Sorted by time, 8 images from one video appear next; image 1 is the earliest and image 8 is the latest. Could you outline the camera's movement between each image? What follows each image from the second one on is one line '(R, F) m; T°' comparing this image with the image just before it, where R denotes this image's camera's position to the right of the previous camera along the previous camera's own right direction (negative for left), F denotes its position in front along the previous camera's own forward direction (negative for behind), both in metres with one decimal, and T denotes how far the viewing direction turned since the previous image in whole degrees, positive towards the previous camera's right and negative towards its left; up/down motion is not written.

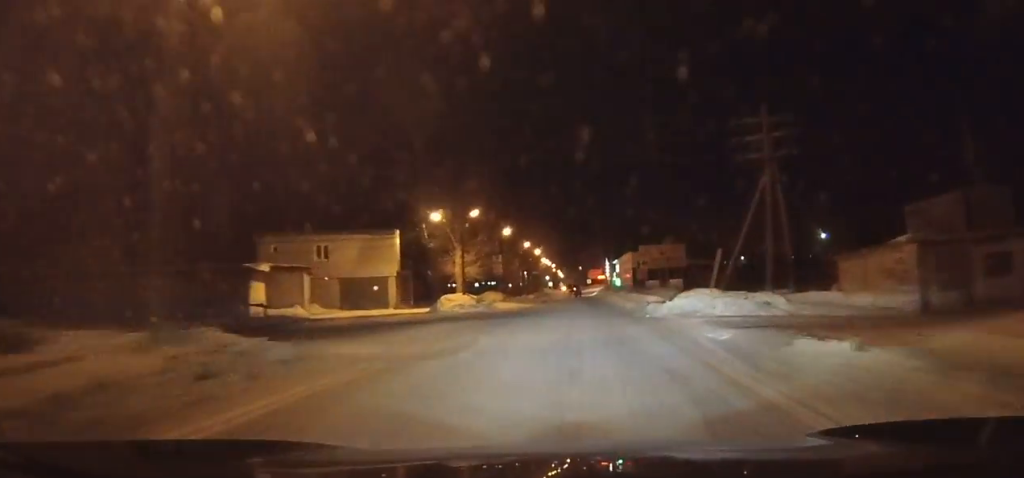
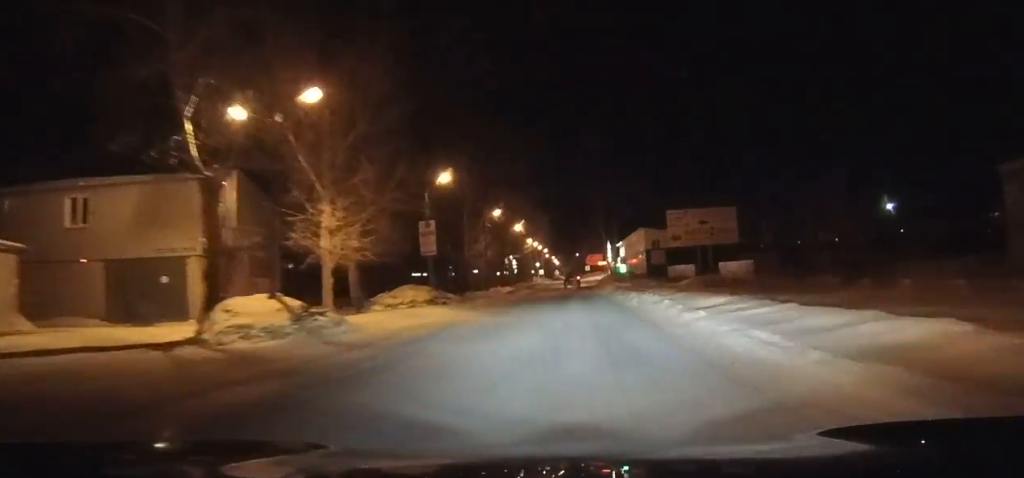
(-0.2, +27.5) m; -1°
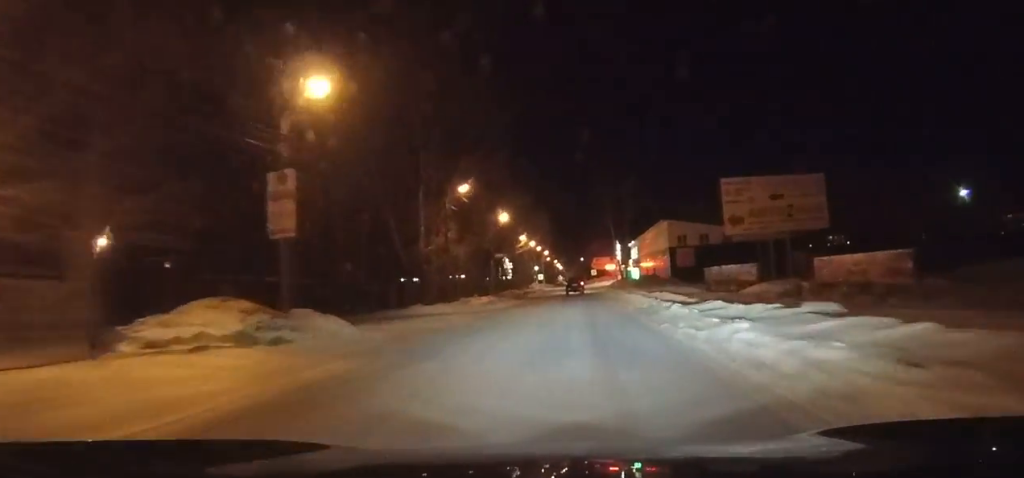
(0.0, +18.7) m; -1°
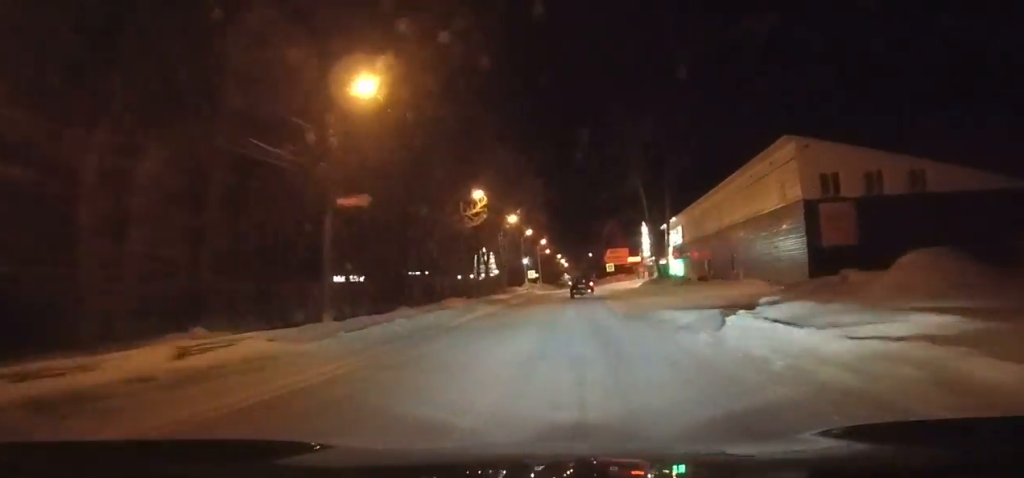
(-0.5, +37.7) m; 0°
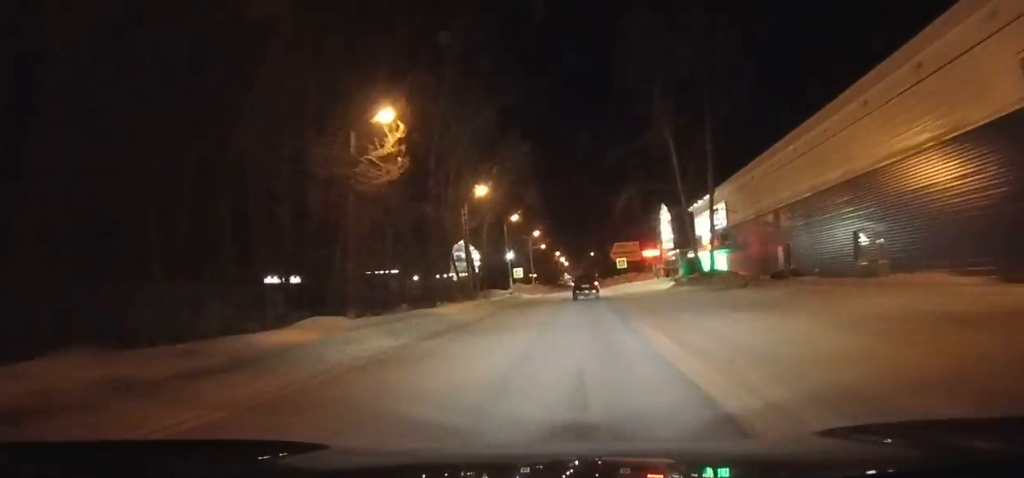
(0.0, +18.7) m; 0°
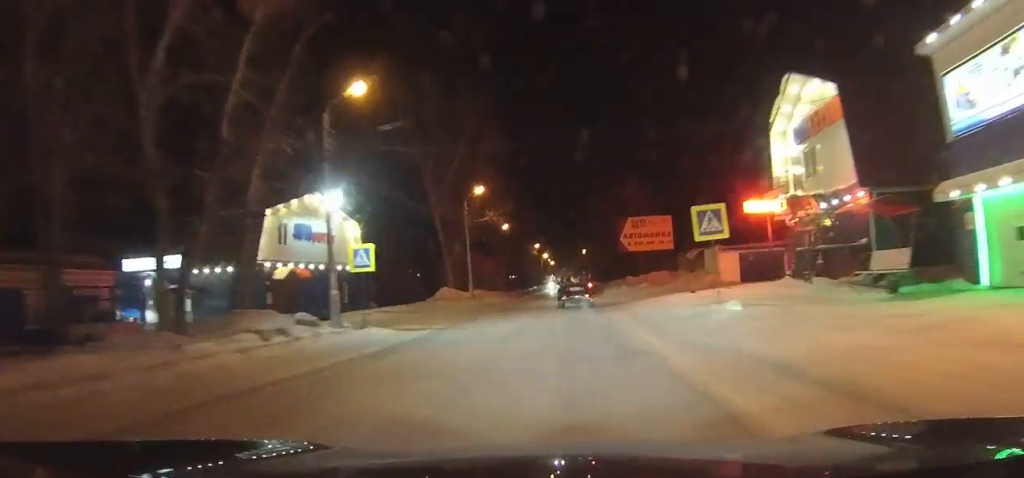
(+0.6, +40.5) m; +1°
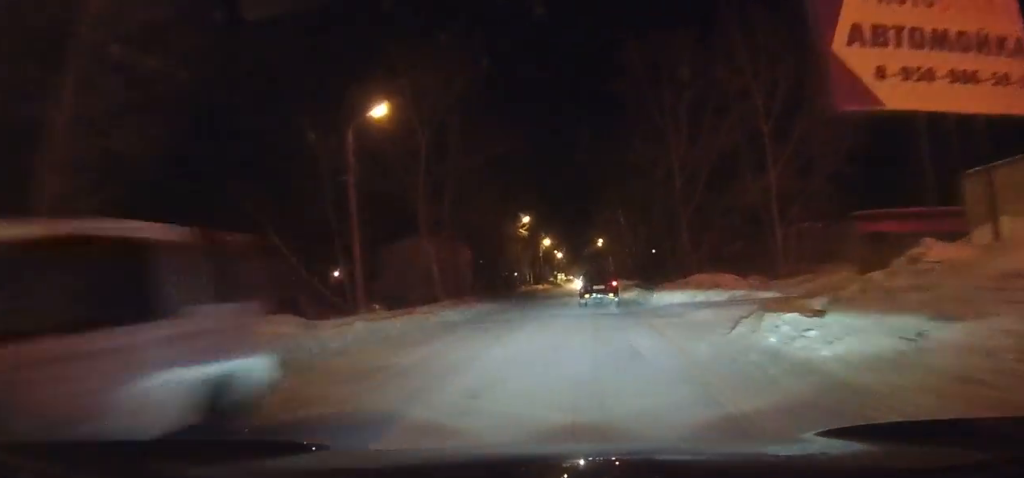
(0.0, +45.7) m; 0°
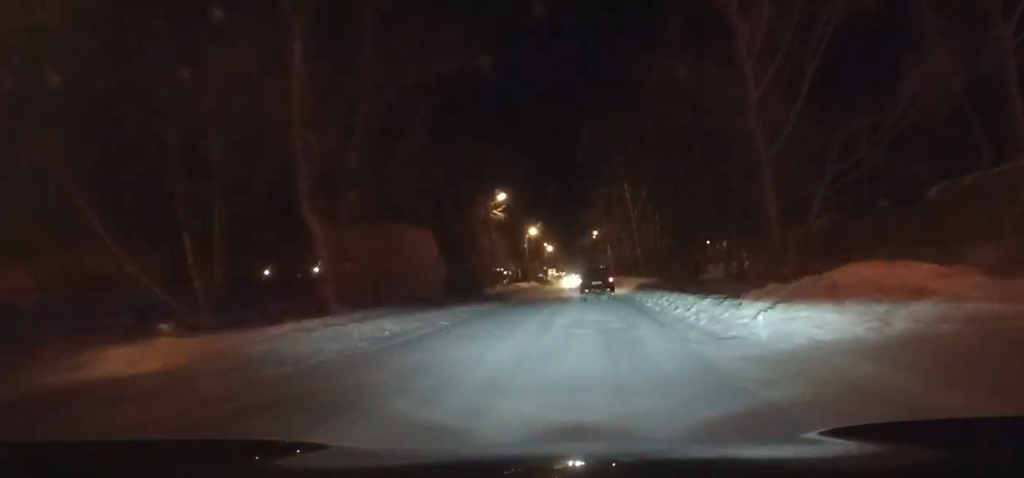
(+0.1, +17.9) m; 0°
